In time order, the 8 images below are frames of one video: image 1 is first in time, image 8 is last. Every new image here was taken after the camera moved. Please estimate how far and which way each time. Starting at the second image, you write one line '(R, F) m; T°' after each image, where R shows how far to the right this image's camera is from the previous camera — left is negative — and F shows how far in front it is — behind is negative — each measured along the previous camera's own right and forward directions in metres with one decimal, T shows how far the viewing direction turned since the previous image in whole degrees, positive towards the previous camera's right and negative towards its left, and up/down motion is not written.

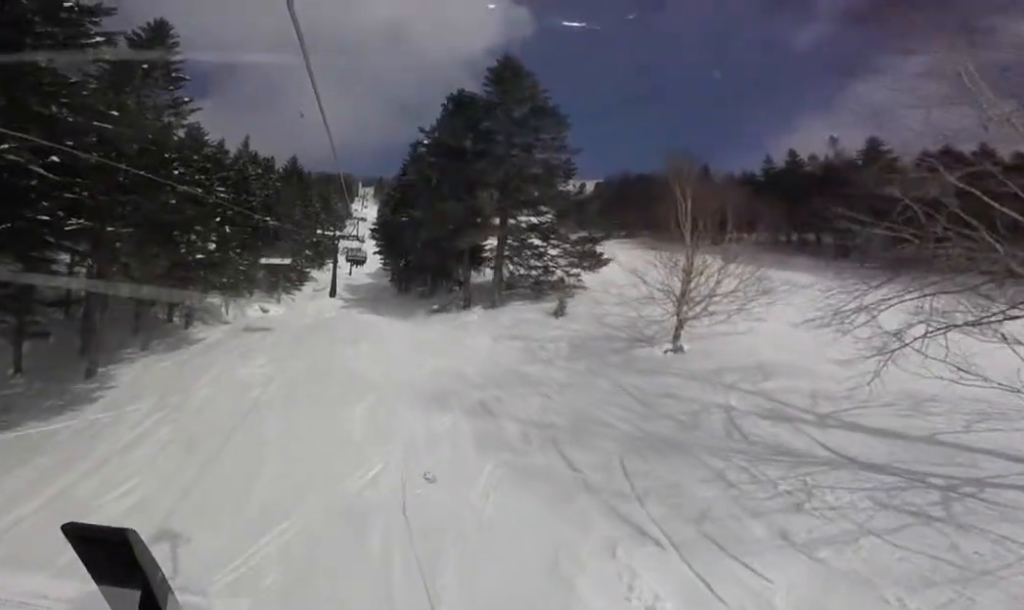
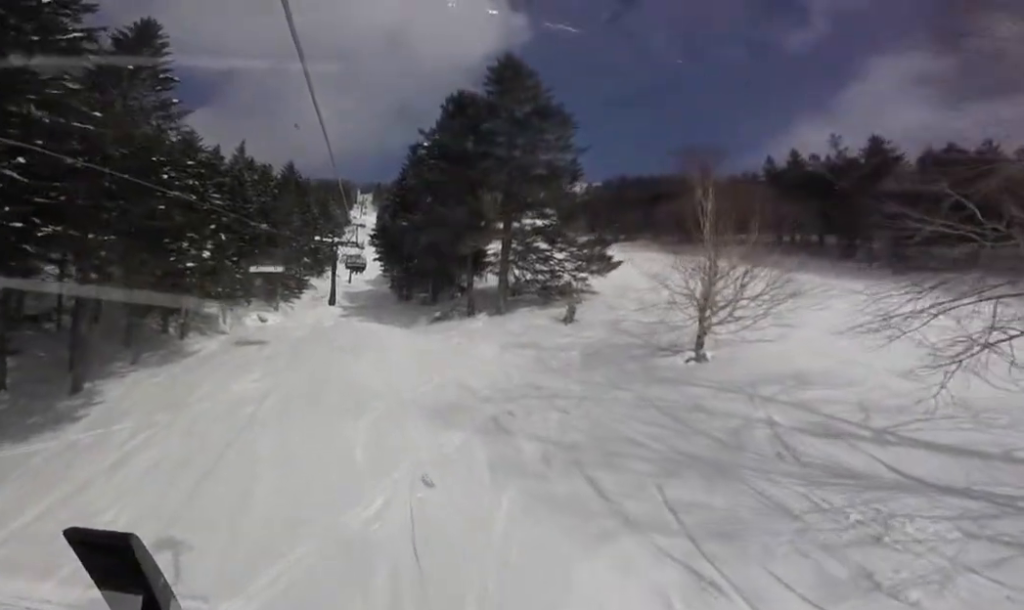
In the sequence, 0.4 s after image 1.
(-0.1, +1.7) m; +4°
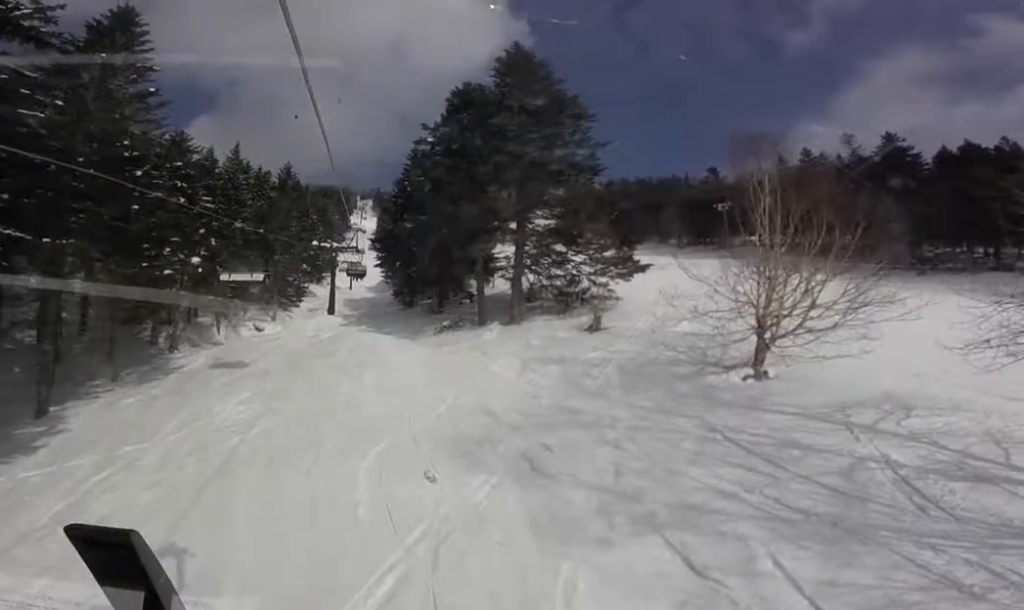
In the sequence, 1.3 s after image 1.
(+0.5, +3.9) m; 0°
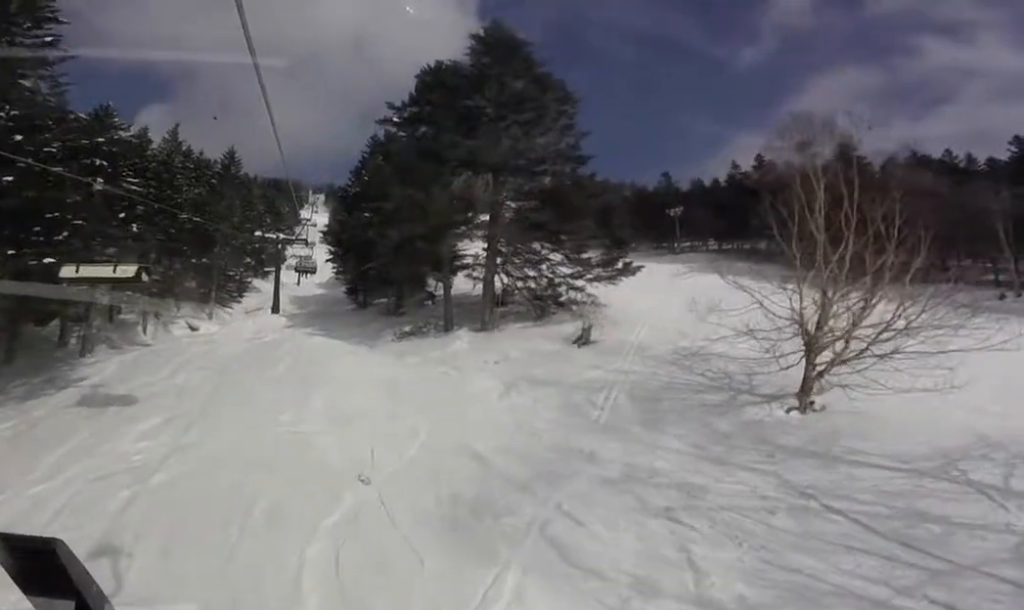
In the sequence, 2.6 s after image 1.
(-0.3, +6.7) m; +2°
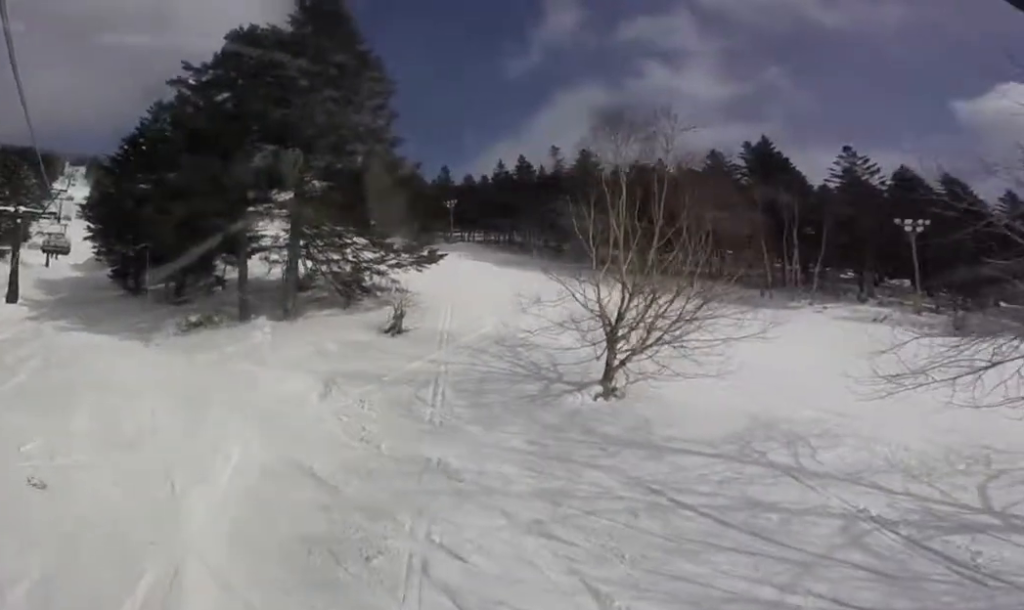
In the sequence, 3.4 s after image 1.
(+0.3, +4.2) m; +5°
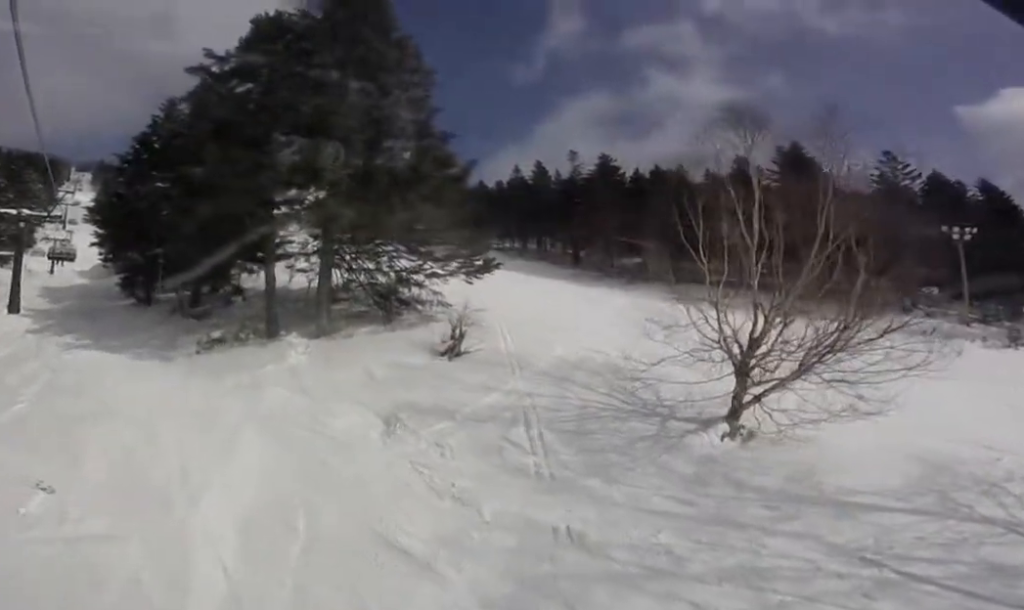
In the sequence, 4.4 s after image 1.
(0.0, +5.8) m; +5°
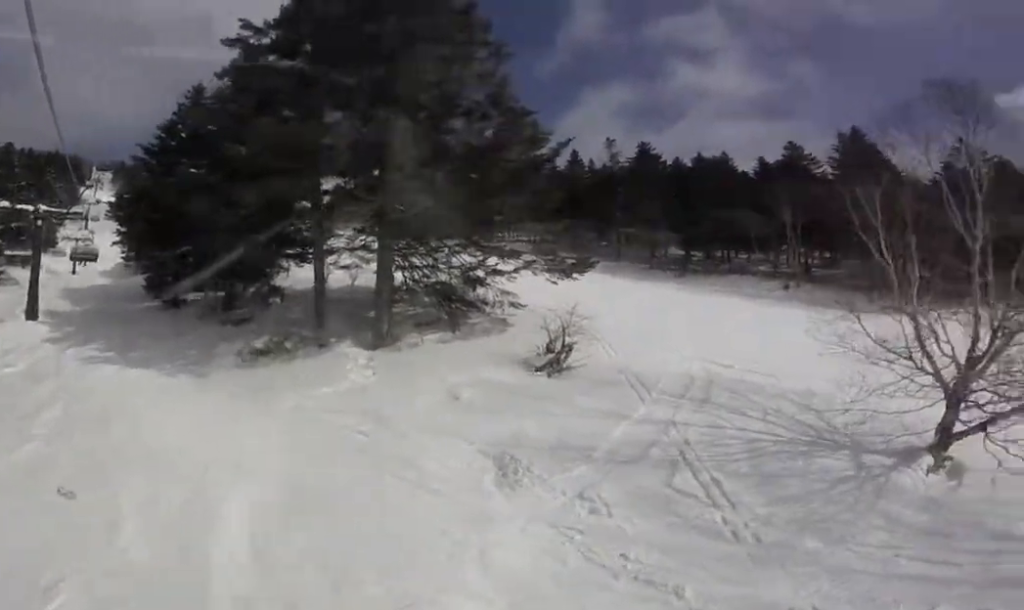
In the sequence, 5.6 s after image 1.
(+0.2, +5.7) m; -12°
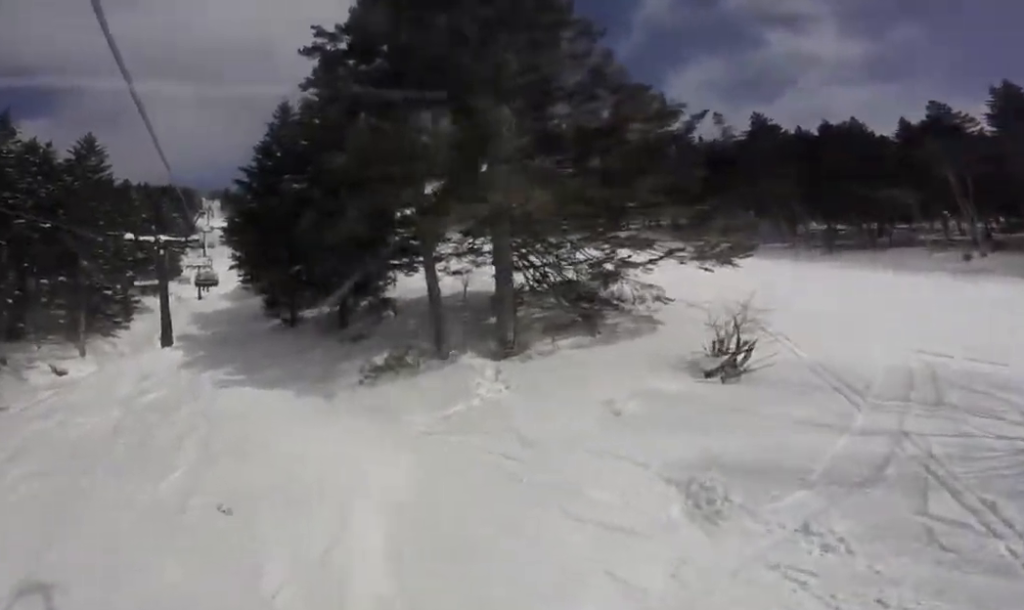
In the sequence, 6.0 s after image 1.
(-0.5, +2.0) m; -6°
